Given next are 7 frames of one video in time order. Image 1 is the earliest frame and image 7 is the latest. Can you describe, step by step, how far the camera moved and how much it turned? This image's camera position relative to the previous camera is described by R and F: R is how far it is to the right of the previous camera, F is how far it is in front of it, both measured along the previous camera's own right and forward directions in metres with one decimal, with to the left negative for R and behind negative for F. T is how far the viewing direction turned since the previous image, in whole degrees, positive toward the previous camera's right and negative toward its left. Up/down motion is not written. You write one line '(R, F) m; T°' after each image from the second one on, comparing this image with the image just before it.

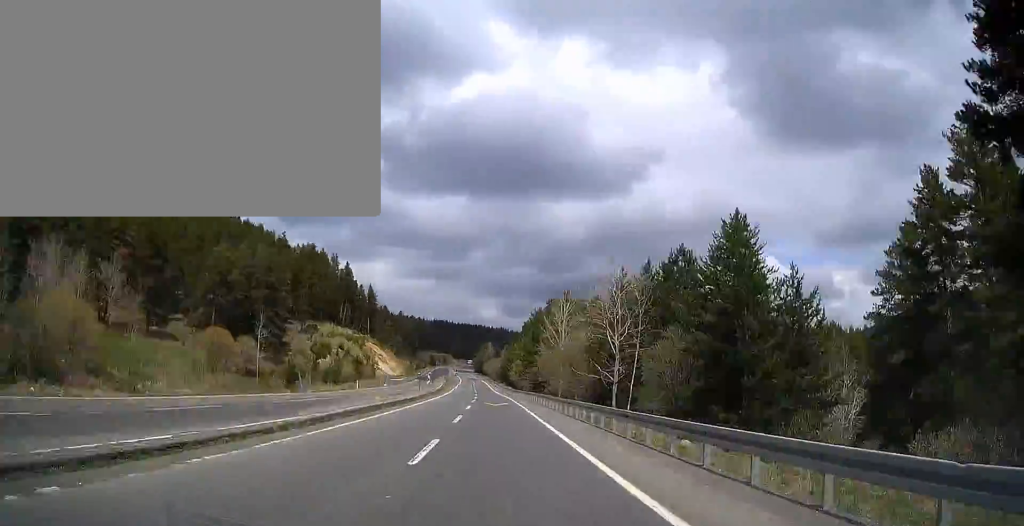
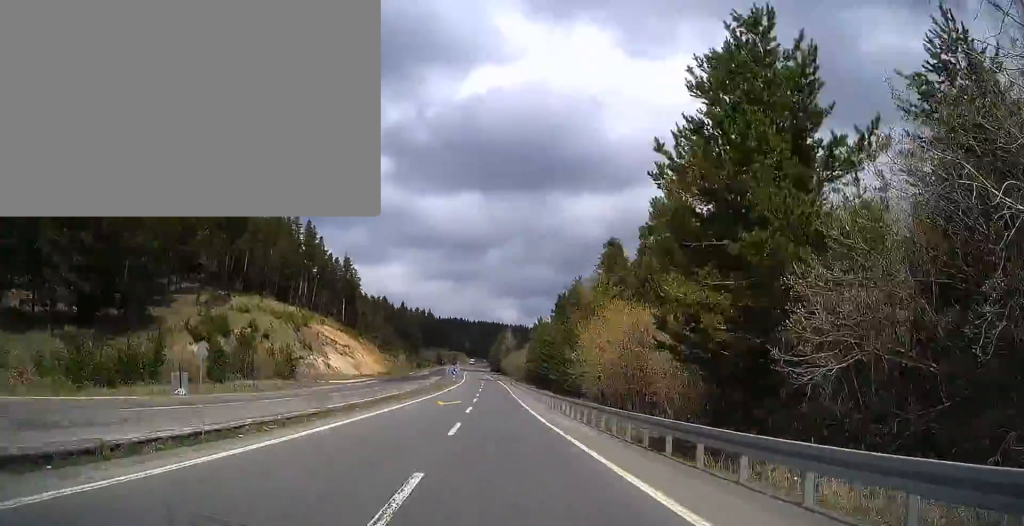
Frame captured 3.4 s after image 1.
(-4.0, +89.6) m; -5°
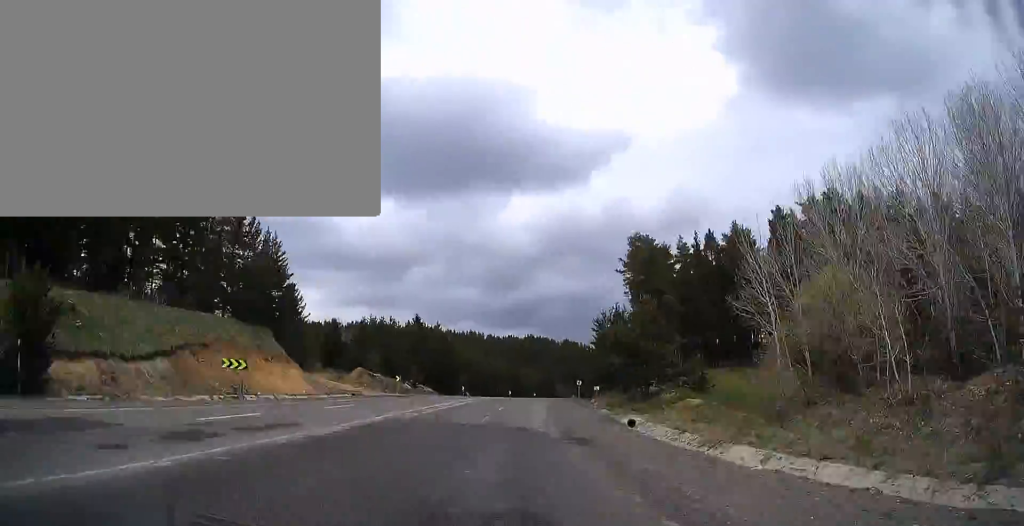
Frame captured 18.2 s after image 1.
(-4.9, +325.1) m; +9°
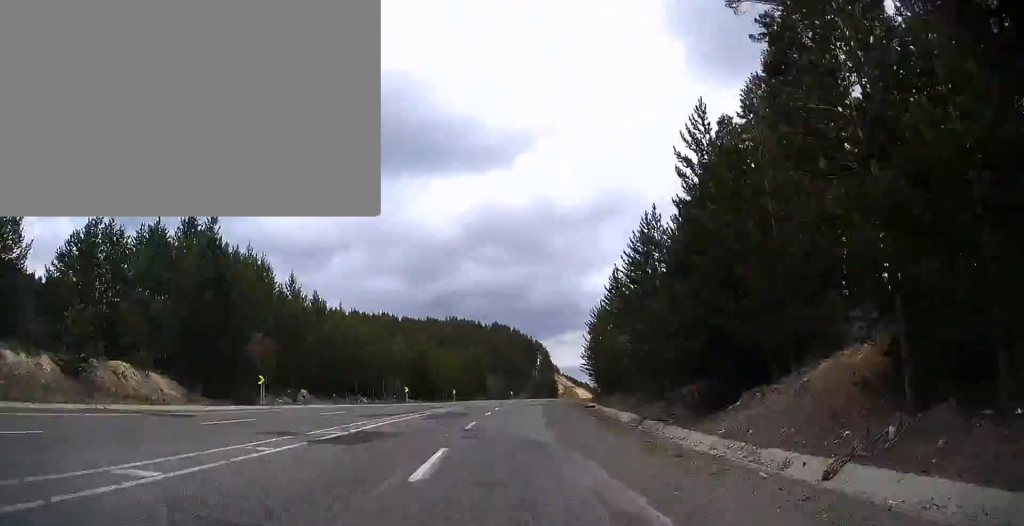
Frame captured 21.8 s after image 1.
(+2.7, +72.1) m; +7°
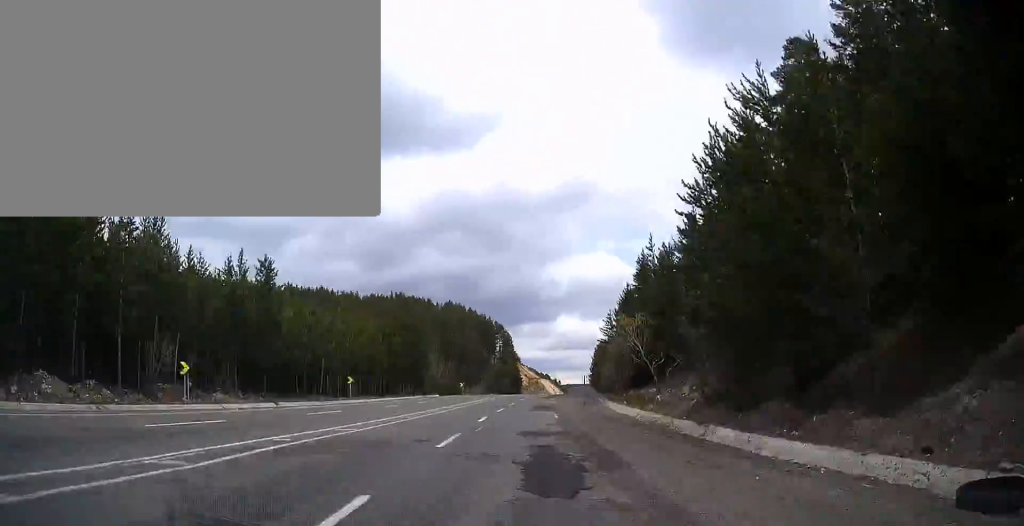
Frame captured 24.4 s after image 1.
(+4.2, +52.2) m; +4°
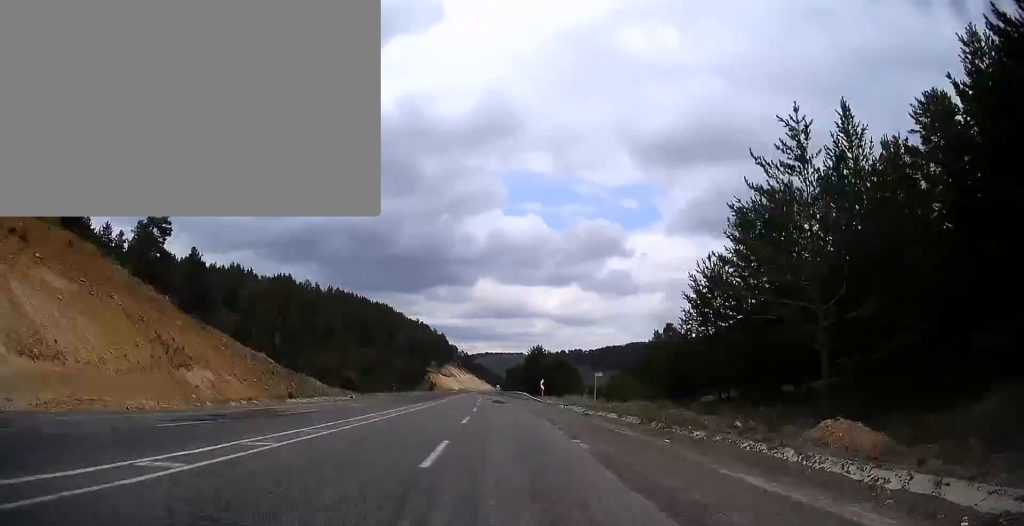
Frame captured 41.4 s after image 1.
(+35.8, +367.7) m; +4°
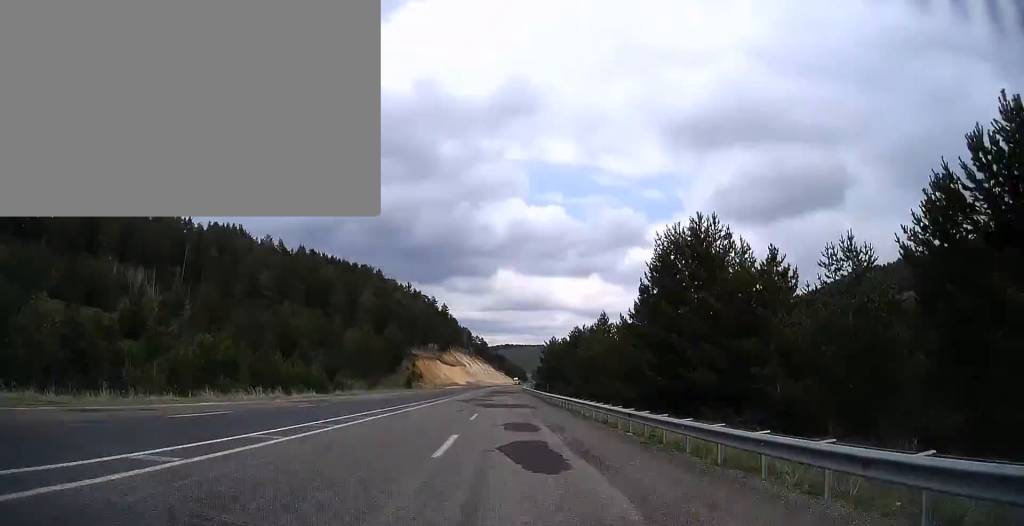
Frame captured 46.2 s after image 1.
(-3.2, +111.1) m; -1°
